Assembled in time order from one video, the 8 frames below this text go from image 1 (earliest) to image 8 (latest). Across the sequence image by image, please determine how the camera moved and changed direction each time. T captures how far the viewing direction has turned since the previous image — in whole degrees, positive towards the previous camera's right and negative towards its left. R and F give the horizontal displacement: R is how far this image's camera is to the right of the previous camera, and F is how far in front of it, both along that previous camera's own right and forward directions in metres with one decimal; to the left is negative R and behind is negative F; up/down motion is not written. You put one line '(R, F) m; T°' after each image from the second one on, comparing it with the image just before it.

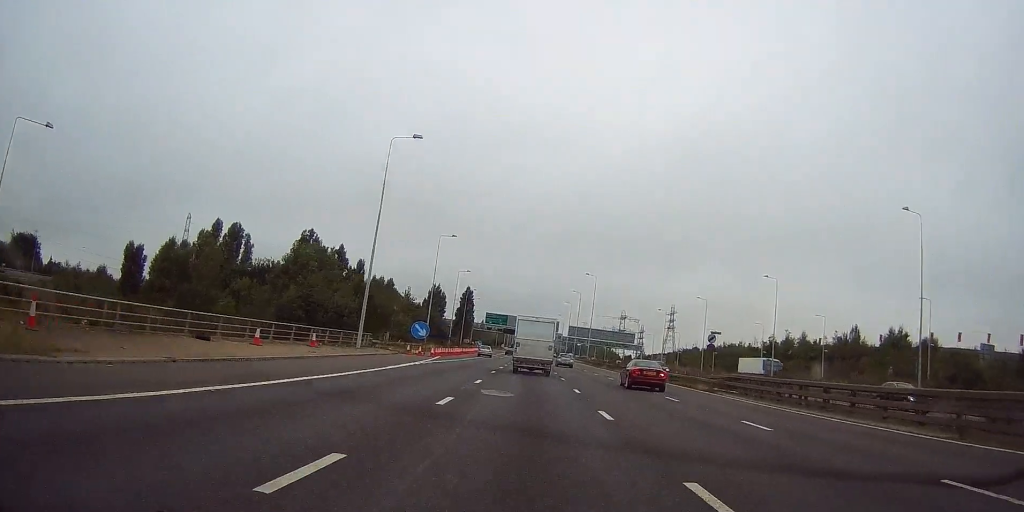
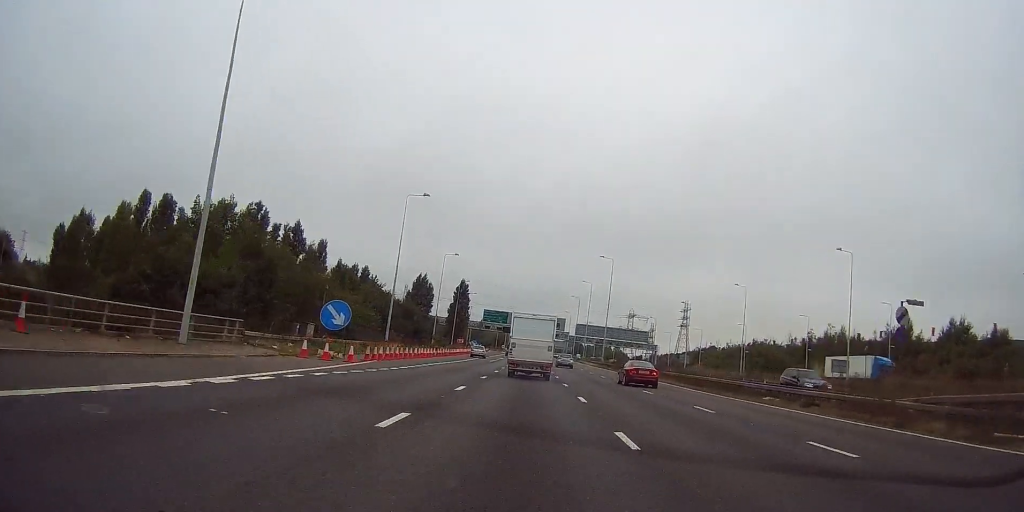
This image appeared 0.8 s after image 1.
(+0.1, +23.5) m; -1°
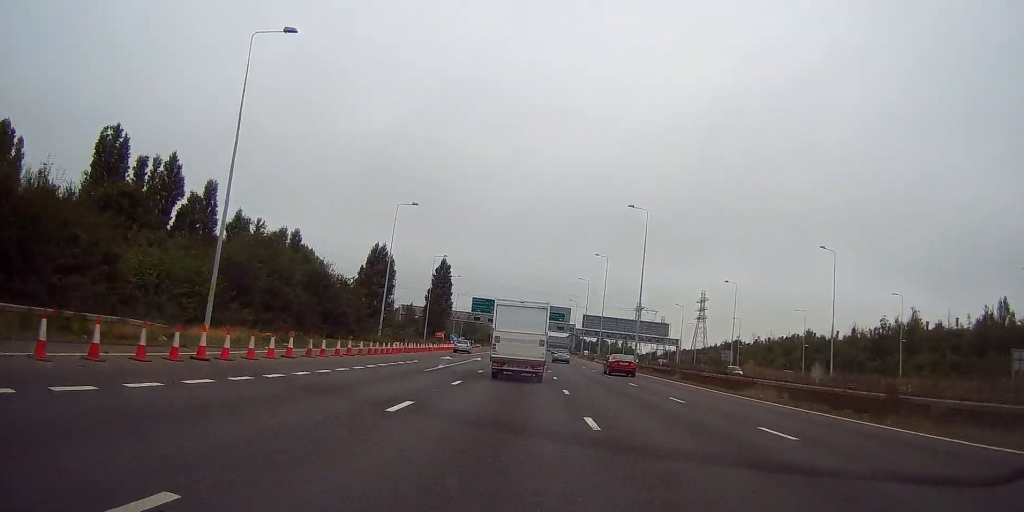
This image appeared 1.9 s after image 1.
(-0.6, +34.8) m; 0°
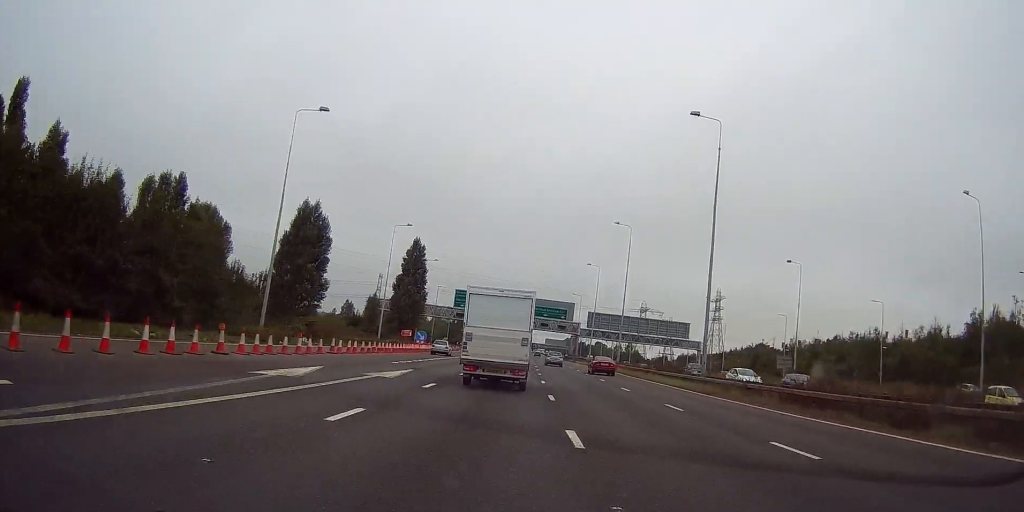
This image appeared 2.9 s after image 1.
(+0.5, +30.1) m; +1°
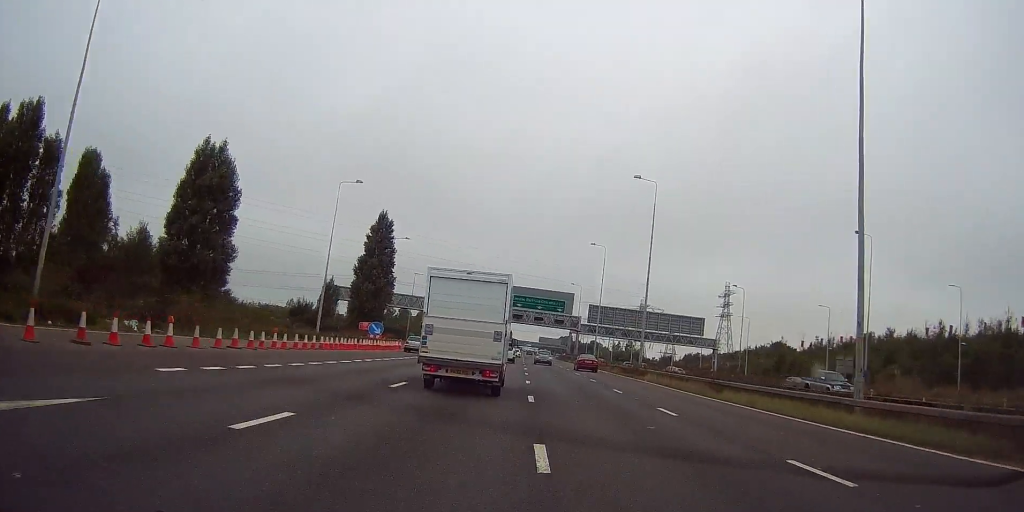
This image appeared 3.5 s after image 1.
(0.0, +21.0) m; 0°
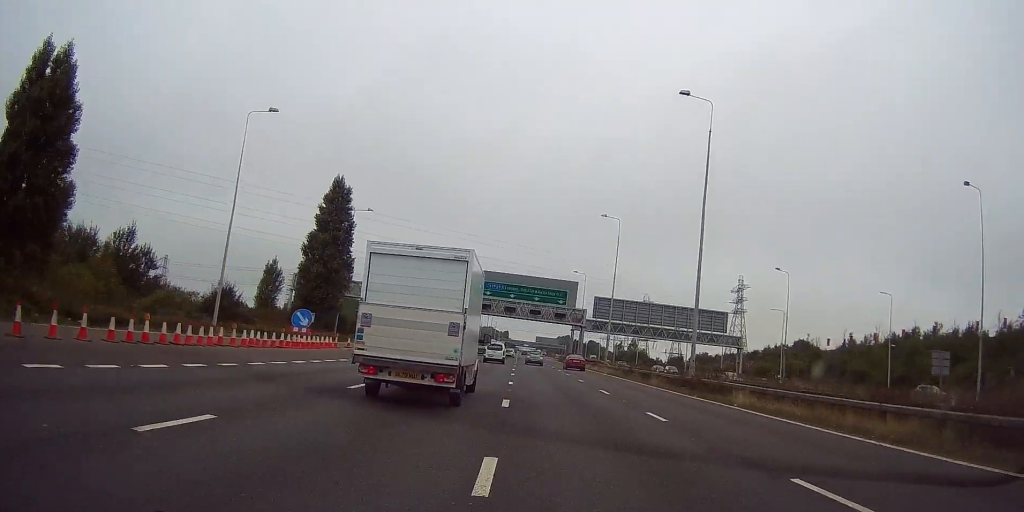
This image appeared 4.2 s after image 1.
(0.0, +20.2) m; 0°
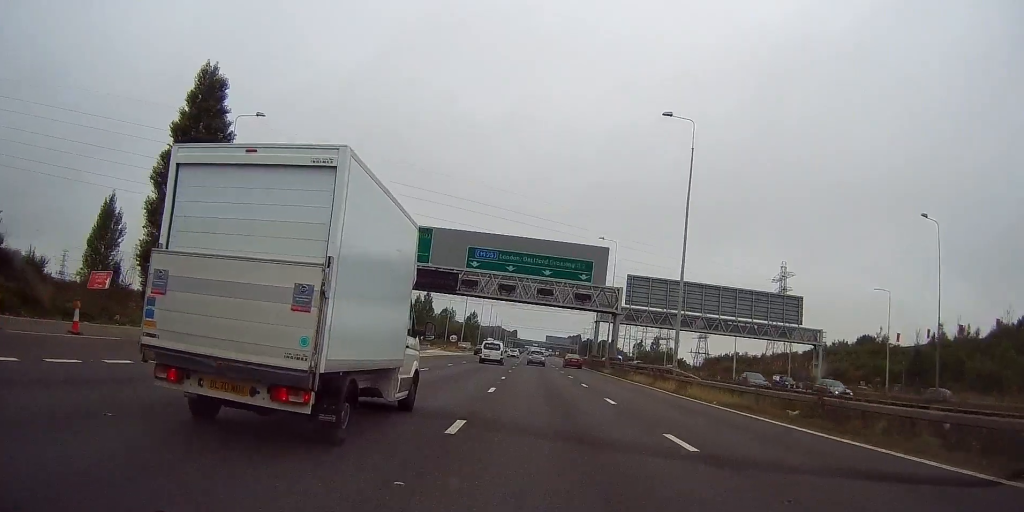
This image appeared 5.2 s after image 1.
(0.0, +33.3) m; 0°
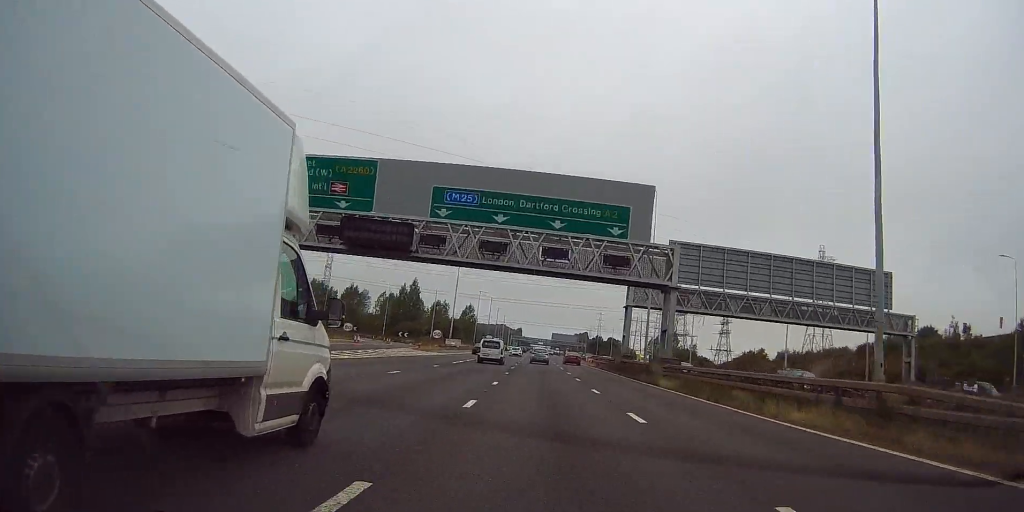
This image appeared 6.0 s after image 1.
(0.0, +24.9) m; 0°
